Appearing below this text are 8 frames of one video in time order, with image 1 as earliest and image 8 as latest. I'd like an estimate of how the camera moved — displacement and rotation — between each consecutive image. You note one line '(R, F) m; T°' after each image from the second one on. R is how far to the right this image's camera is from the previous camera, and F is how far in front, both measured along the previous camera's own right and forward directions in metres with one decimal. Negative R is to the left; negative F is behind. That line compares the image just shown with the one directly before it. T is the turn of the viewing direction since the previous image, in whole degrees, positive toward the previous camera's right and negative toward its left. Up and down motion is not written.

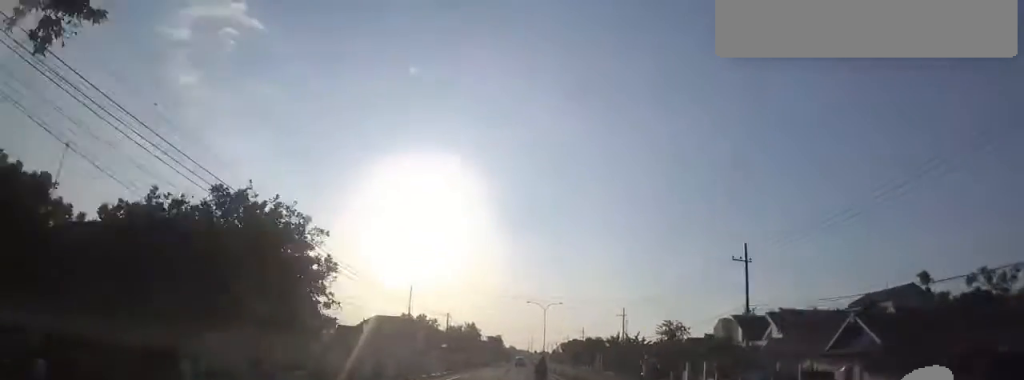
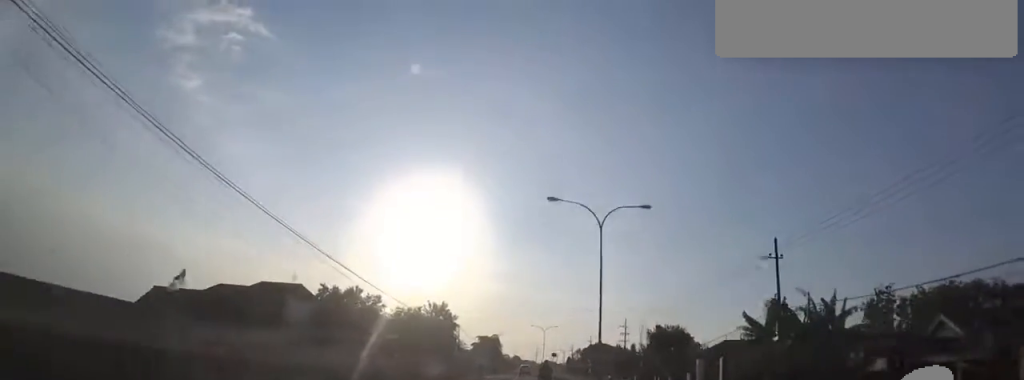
(0.0, +48.5) m; +1°
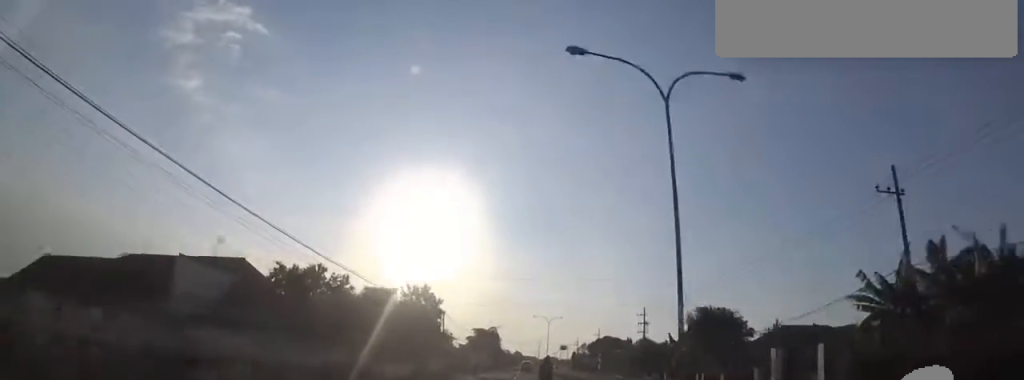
(-0.1, +12.3) m; +1°
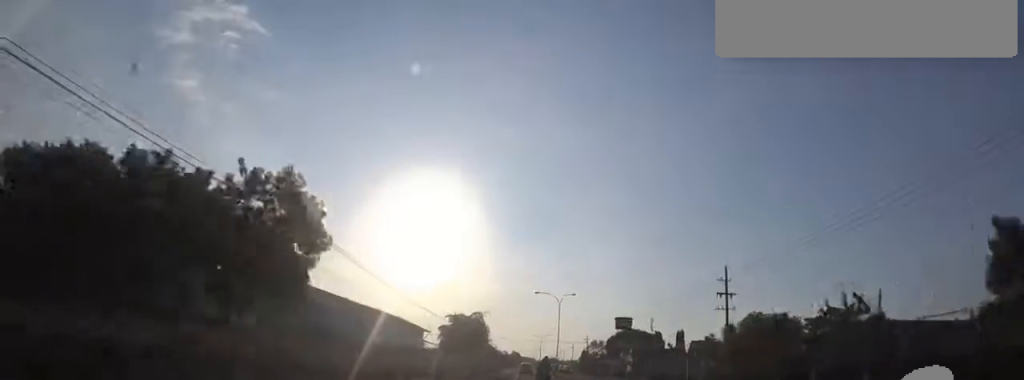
(+1.3, +30.5) m; +2°
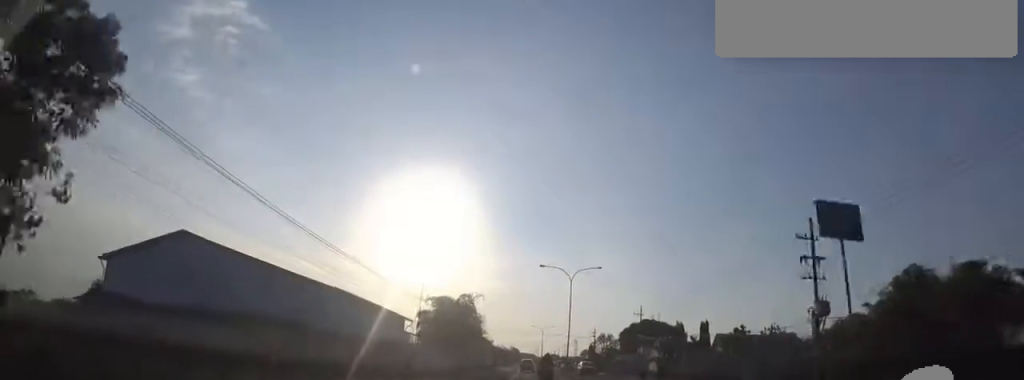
(+0.5, +13.7) m; -1°
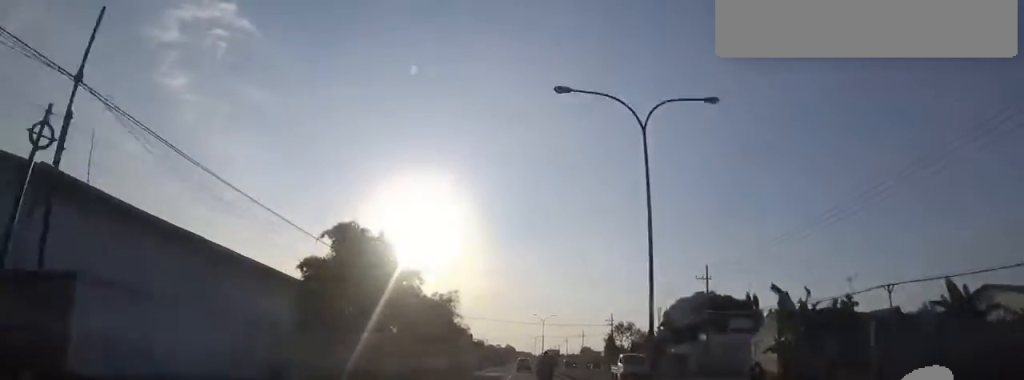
(-1.3, +29.2) m; -2°
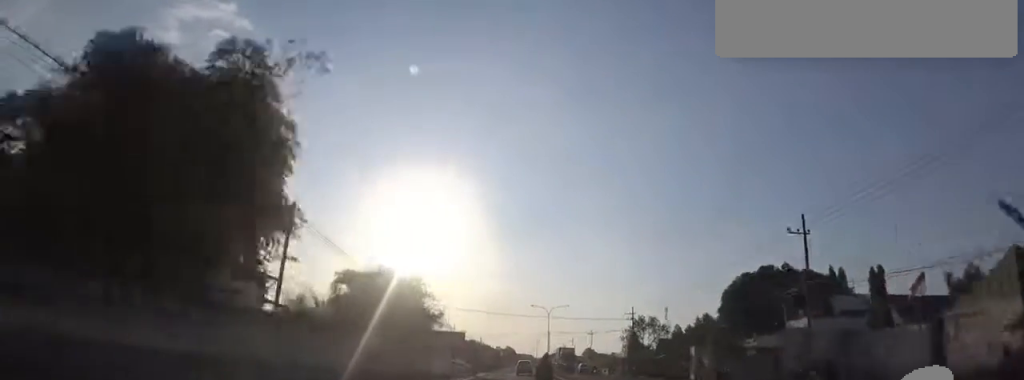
(+0.4, +16.9) m; 0°
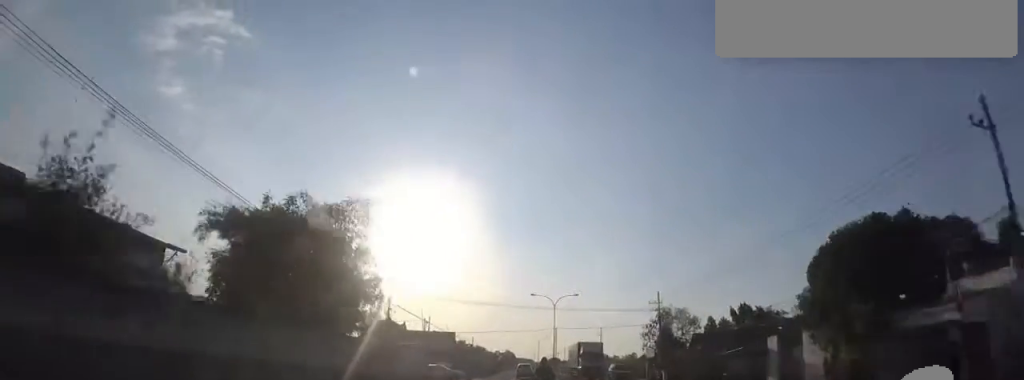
(-0.4, +14.6) m; 0°
